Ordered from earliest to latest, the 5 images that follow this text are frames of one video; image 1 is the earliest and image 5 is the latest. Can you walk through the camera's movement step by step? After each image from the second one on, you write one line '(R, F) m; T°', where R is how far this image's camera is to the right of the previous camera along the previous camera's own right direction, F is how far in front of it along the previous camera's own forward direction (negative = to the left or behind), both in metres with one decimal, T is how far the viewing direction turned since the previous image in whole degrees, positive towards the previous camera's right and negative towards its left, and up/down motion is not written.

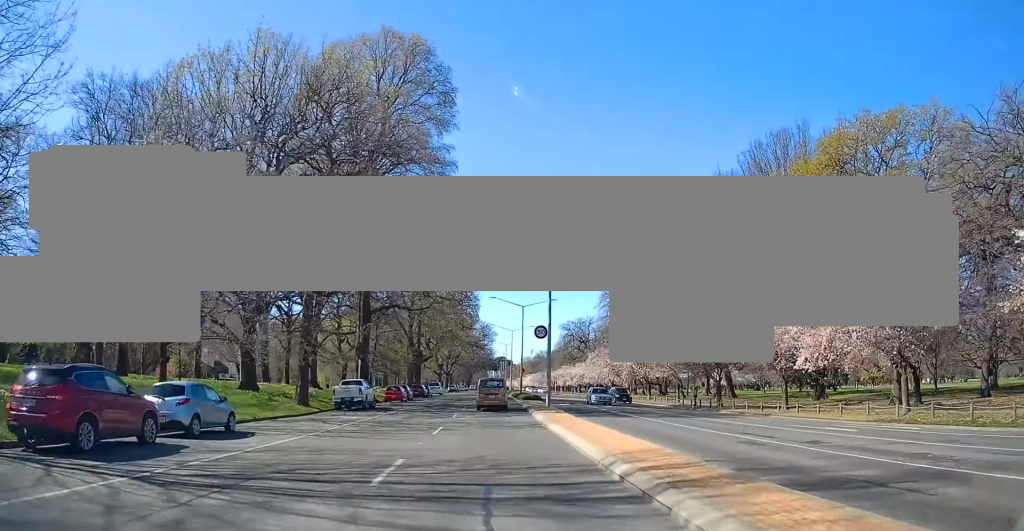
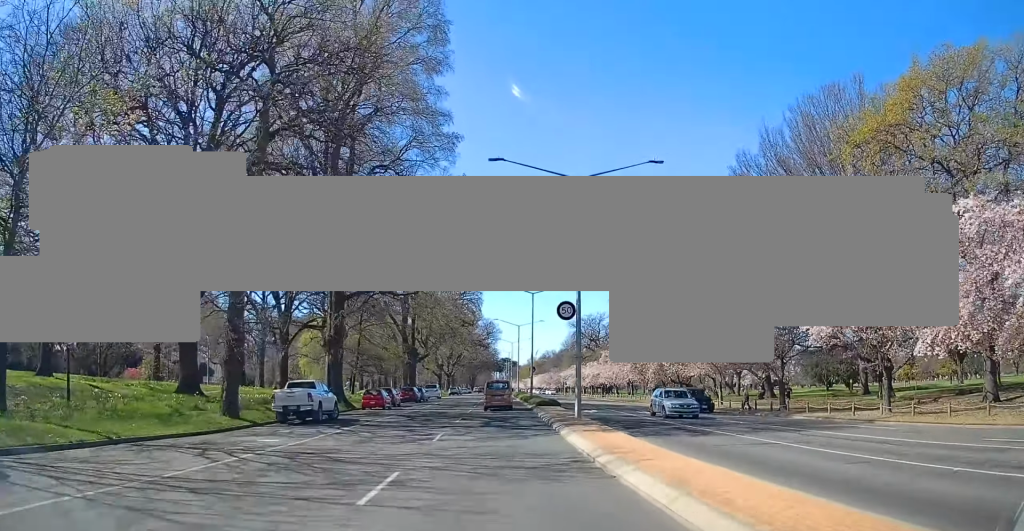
(0.0, +10.6) m; -2°
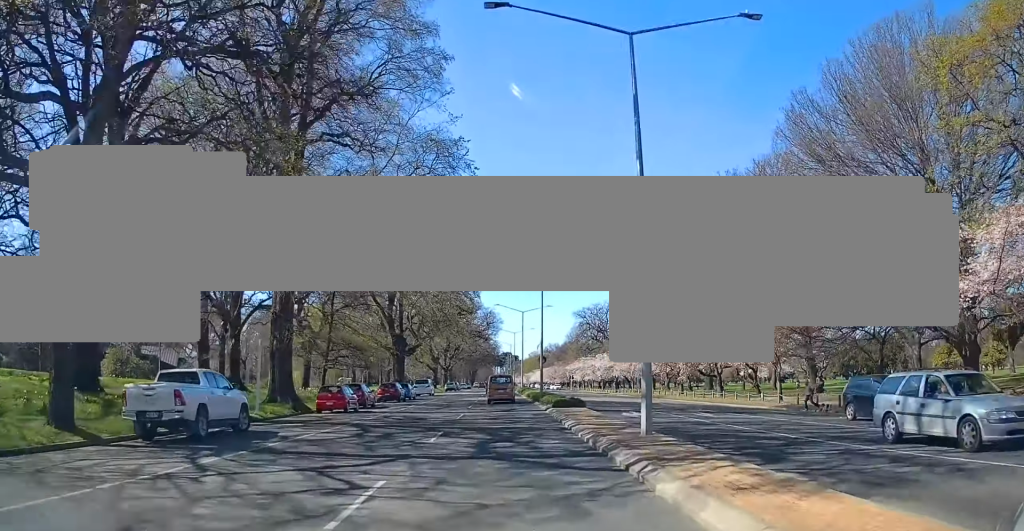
(-0.4, +10.7) m; -1°
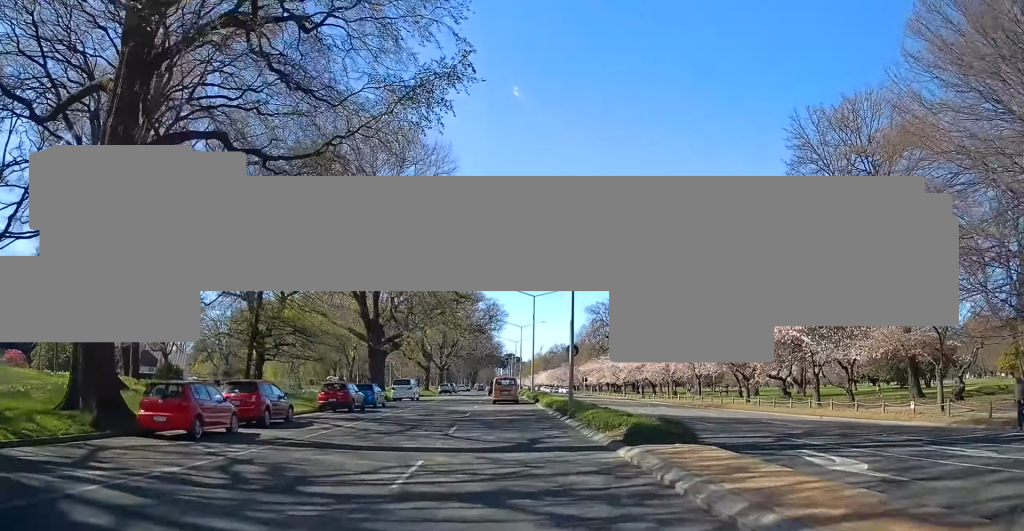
(+0.1, +16.1) m; +1°
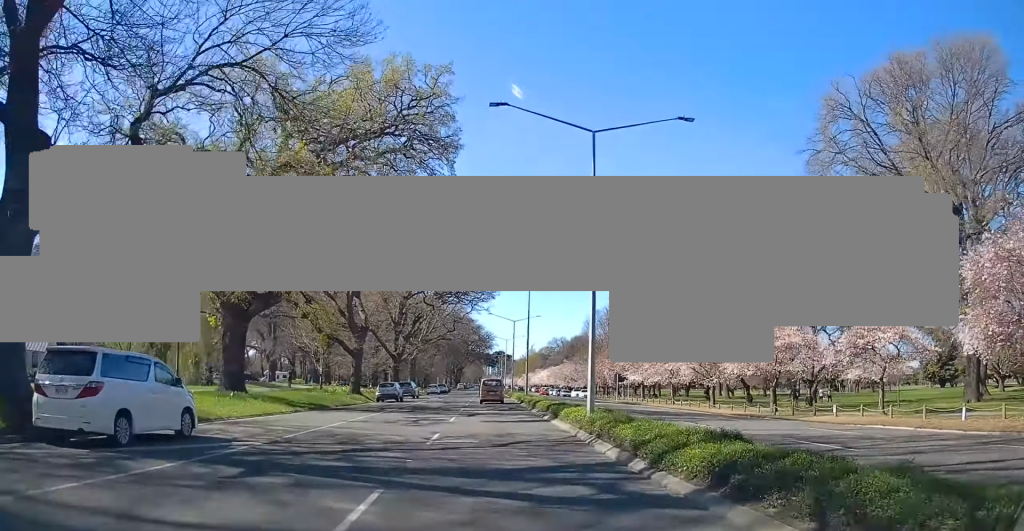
(+0.2, +43.0) m; 0°
